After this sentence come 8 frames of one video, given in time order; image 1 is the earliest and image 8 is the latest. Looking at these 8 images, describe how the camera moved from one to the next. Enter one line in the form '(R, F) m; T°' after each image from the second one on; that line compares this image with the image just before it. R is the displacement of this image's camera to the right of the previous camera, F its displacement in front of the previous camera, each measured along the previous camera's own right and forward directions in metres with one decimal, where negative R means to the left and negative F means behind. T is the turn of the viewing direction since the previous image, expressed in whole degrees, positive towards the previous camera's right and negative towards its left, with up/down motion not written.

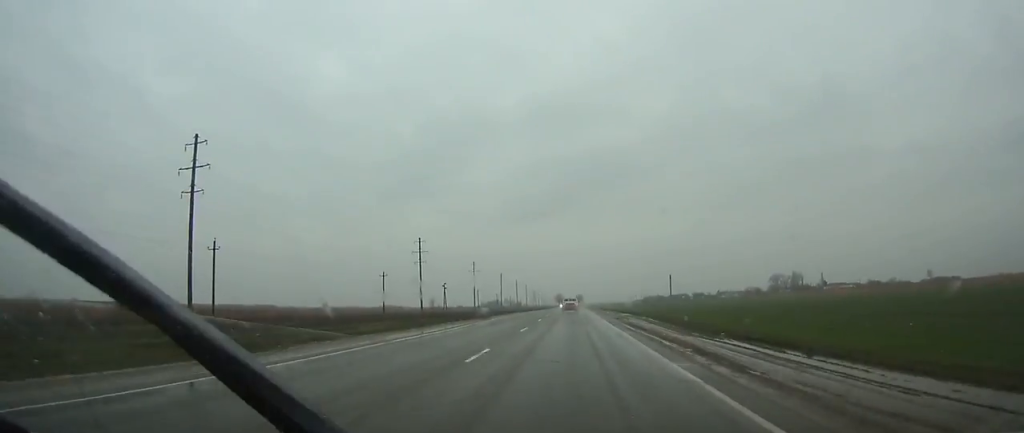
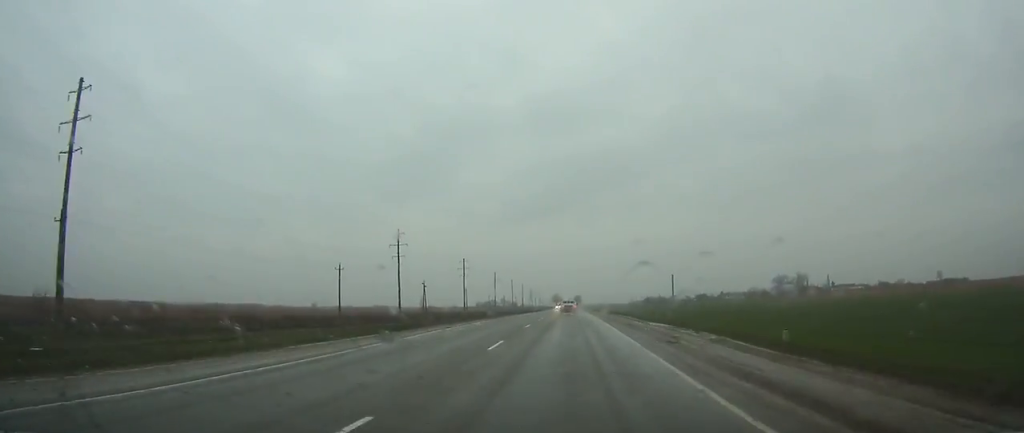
(0.0, +20.5) m; 0°
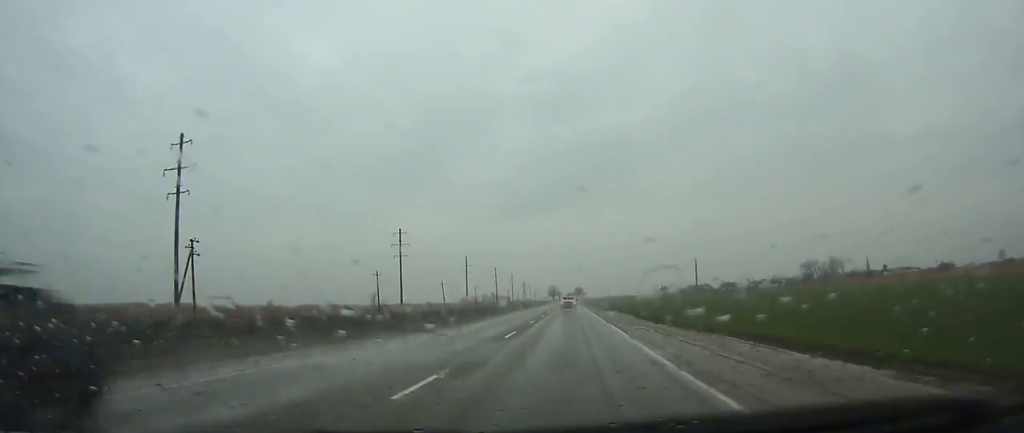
(-0.1, +92.2) m; 0°
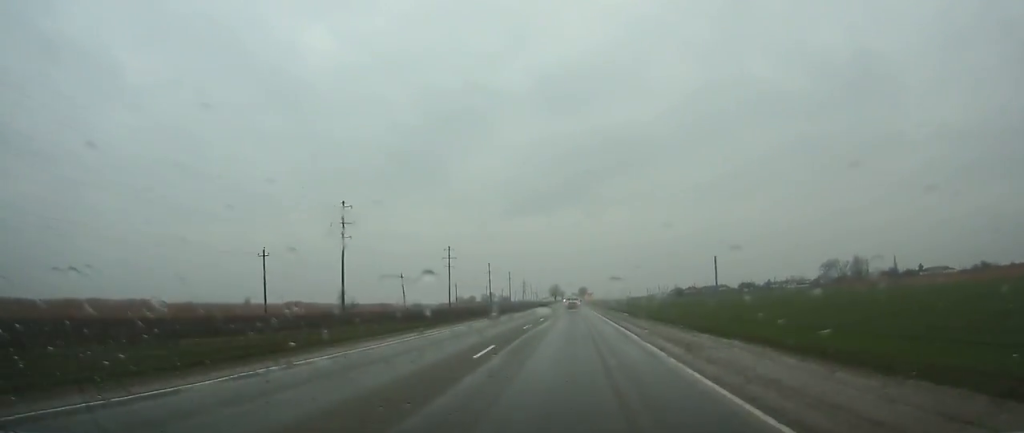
(-0.1, +42.9) m; 0°
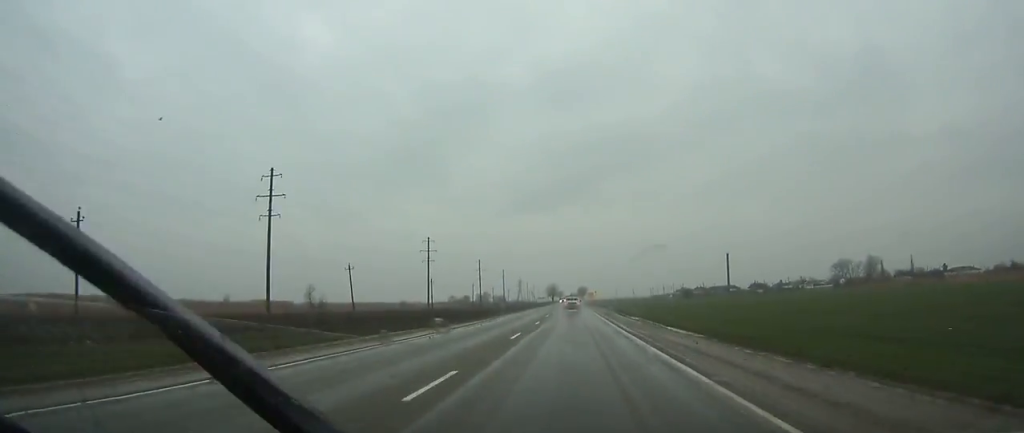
(0.0, +29.2) m; 0°
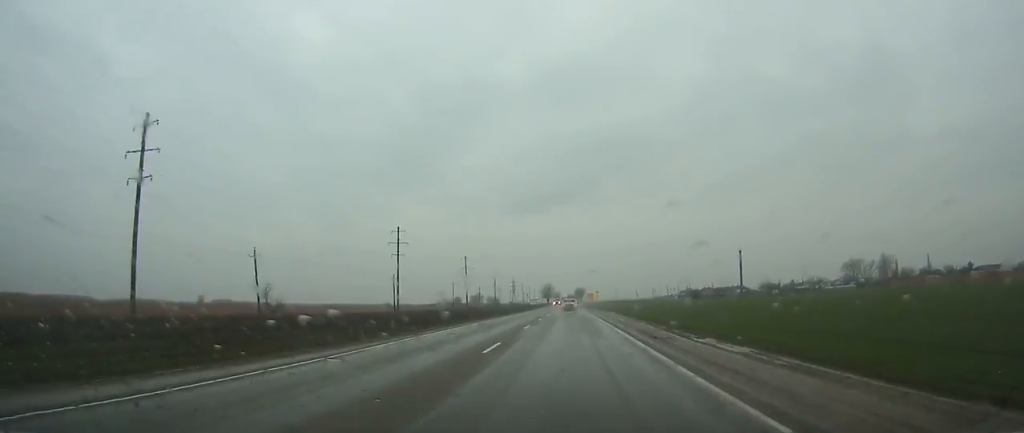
(+0.1, +29.3) m; 0°
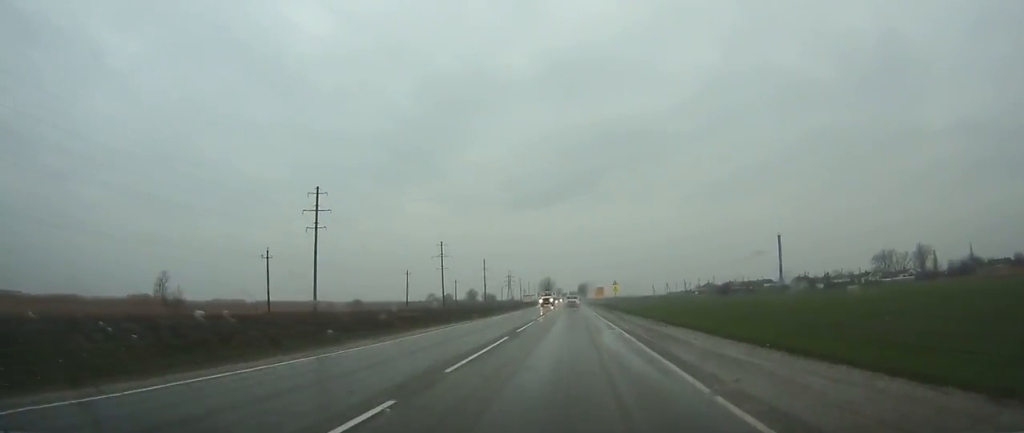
(-0.2, +51.7) m; 0°
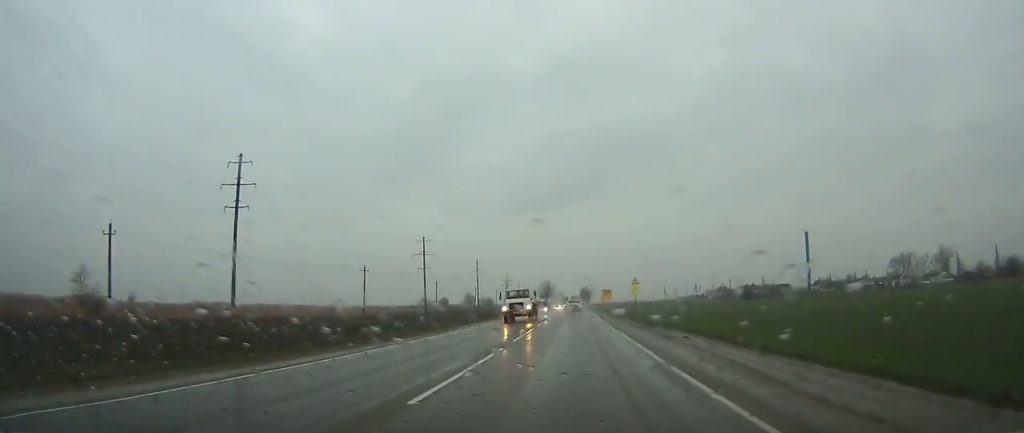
(0.0, +26.5) m; 0°
